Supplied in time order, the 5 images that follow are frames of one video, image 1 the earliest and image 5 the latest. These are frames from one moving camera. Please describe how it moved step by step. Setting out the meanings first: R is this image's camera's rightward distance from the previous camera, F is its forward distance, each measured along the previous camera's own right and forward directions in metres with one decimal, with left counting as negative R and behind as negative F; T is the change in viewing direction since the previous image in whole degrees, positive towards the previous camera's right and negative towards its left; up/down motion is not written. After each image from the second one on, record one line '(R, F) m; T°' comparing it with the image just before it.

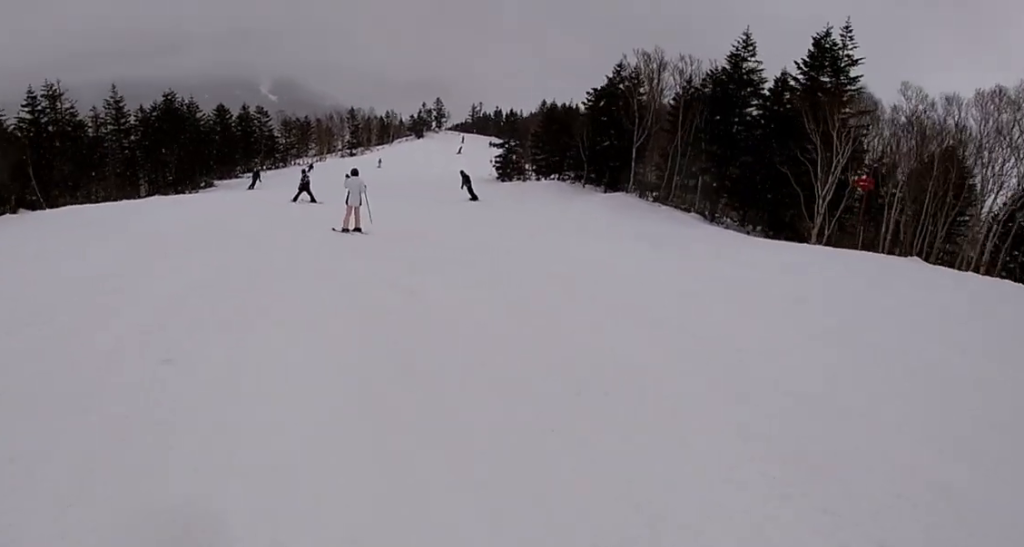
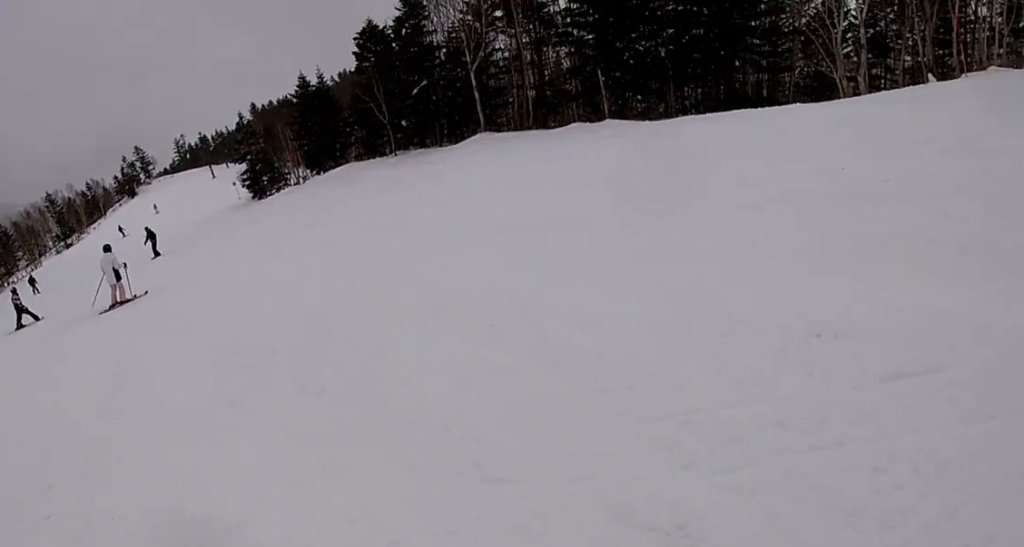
(-0.1, +12.4) m; +8°
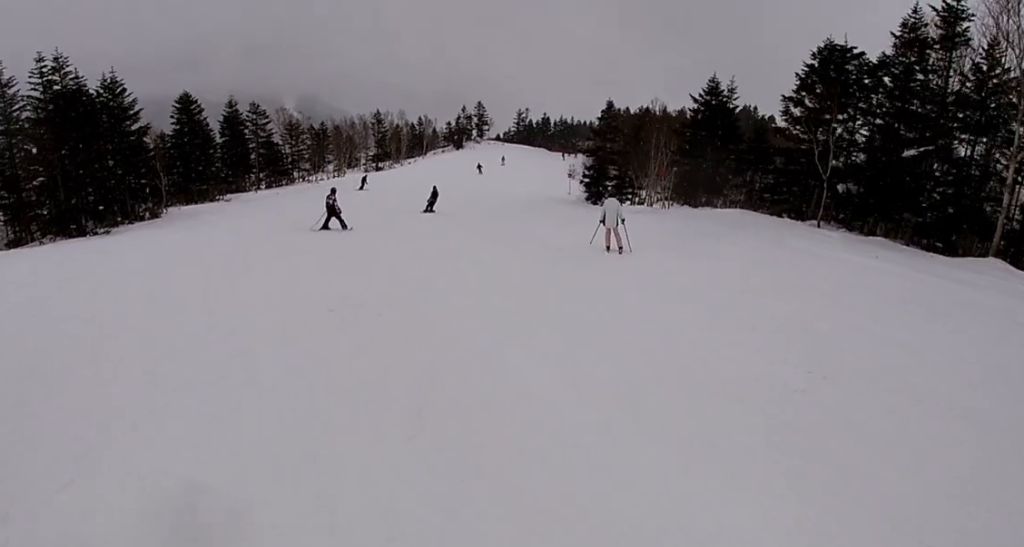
(-0.8, +10.0) m; -10°
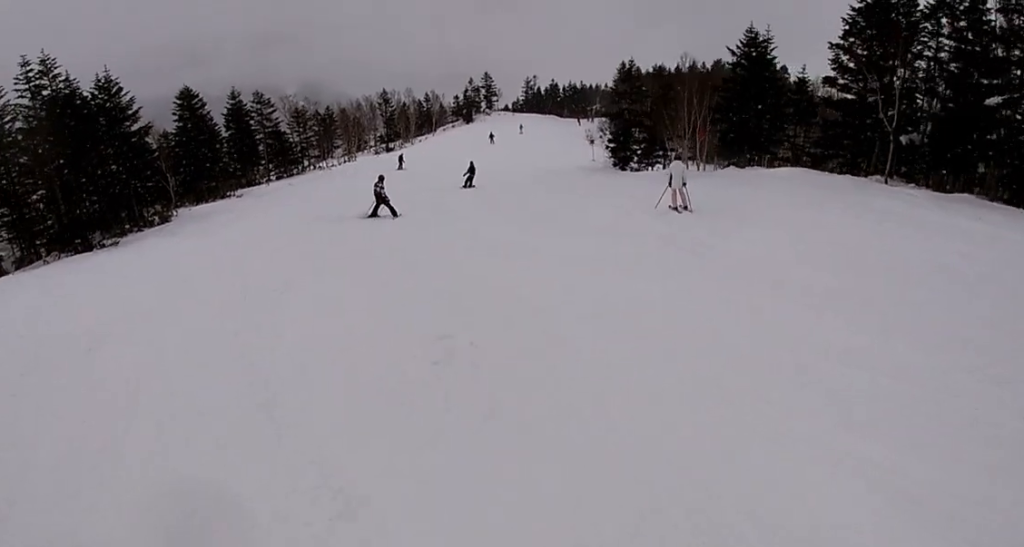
(-0.1, +2.7) m; +4°
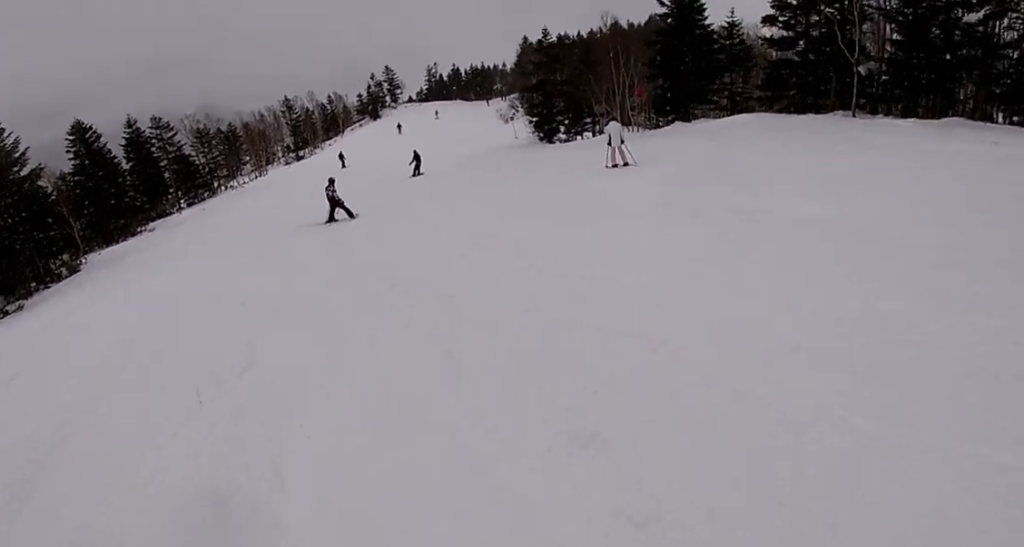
(-0.2, +3.1) m; +5°
